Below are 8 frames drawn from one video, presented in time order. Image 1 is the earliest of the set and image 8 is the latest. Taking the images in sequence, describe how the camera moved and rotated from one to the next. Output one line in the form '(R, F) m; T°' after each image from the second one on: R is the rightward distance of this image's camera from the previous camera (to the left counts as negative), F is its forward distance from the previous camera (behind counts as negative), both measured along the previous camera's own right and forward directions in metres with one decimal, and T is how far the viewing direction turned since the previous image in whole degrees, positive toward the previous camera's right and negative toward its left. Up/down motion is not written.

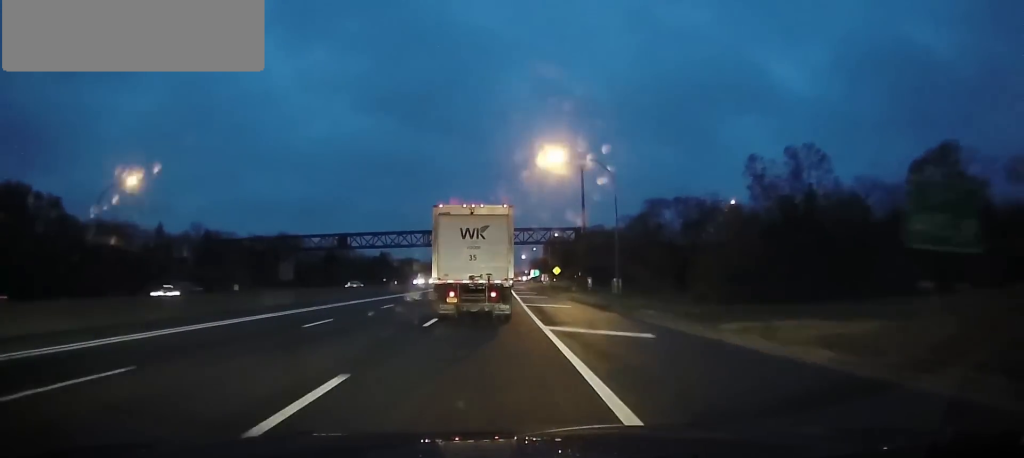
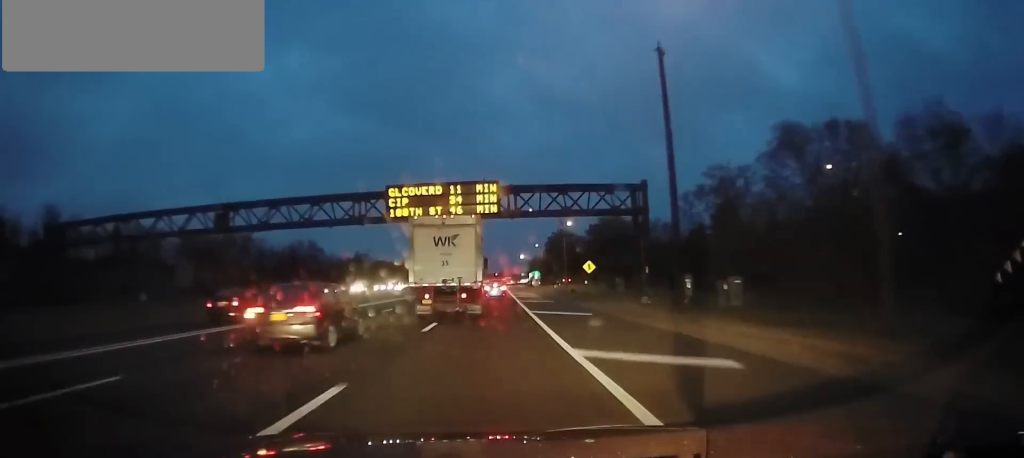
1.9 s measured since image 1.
(+0.3, +38.0) m; +1°
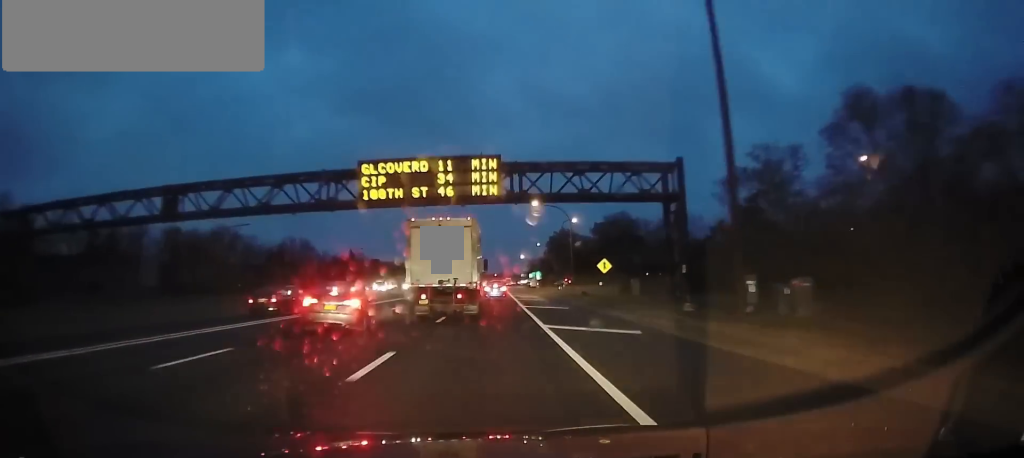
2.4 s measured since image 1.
(0.0, +8.7) m; 0°
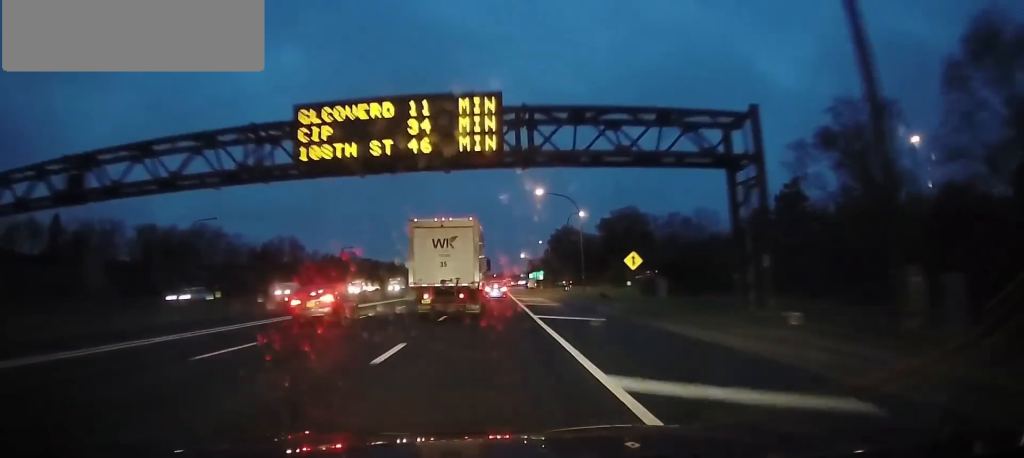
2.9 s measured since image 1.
(0.0, +10.4) m; -1°
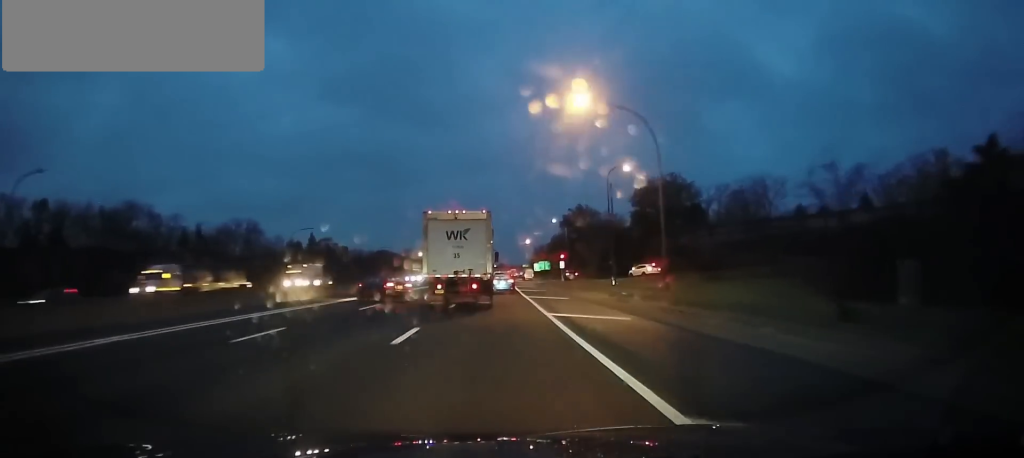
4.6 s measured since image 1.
(-0.5, +34.9) m; 0°
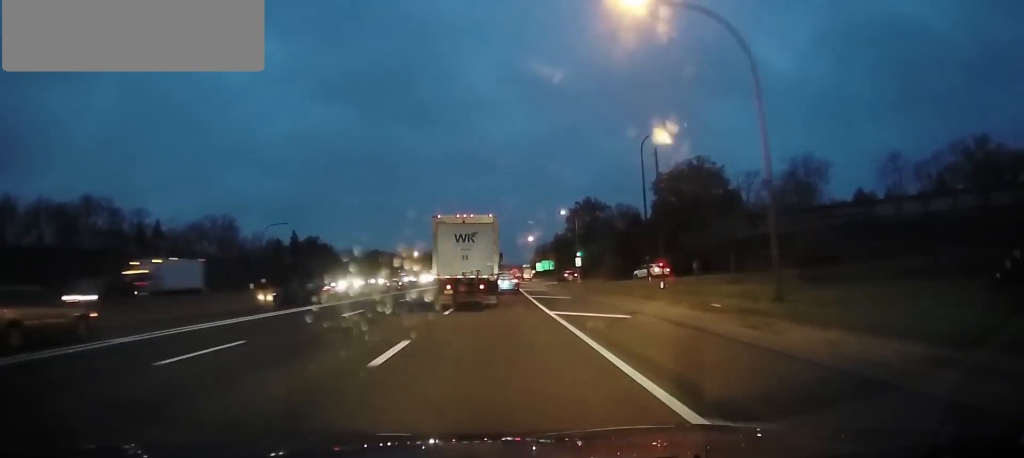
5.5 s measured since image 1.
(+0.2, +15.7) m; +1°
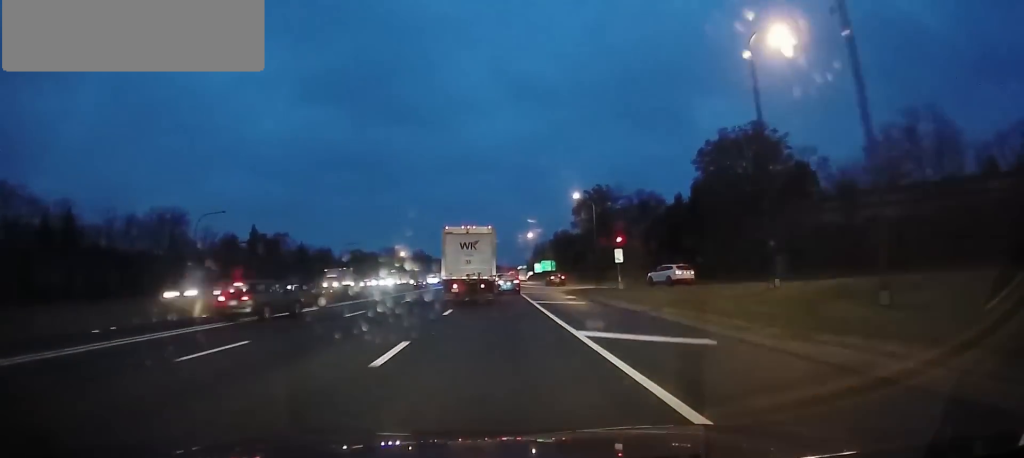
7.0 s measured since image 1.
(+0.3, +25.0) m; 0°
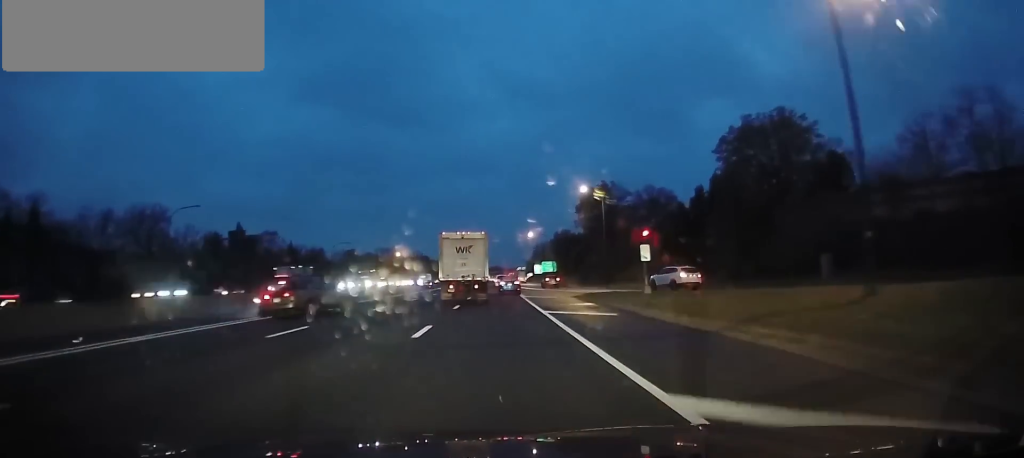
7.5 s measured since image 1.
(0.0, +7.3) m; 0°
